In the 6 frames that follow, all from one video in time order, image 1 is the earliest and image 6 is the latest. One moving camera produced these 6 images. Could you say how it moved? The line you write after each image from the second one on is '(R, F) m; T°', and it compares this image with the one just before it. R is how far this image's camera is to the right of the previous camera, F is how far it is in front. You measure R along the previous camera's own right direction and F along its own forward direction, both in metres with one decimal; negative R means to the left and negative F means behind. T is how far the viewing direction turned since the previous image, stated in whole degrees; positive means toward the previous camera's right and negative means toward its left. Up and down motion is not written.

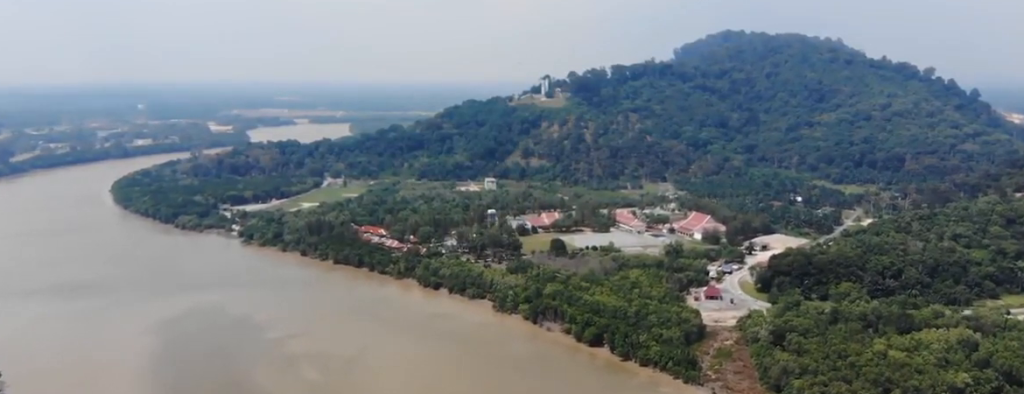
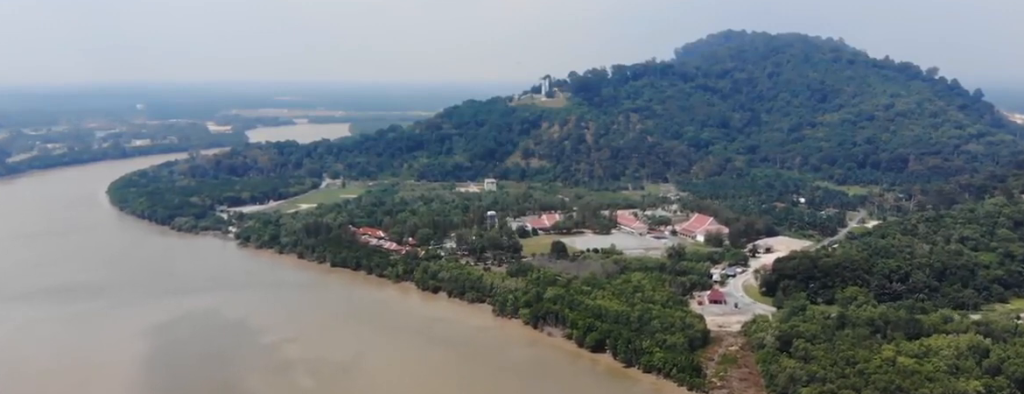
(0.0, +10.9) m; 0°
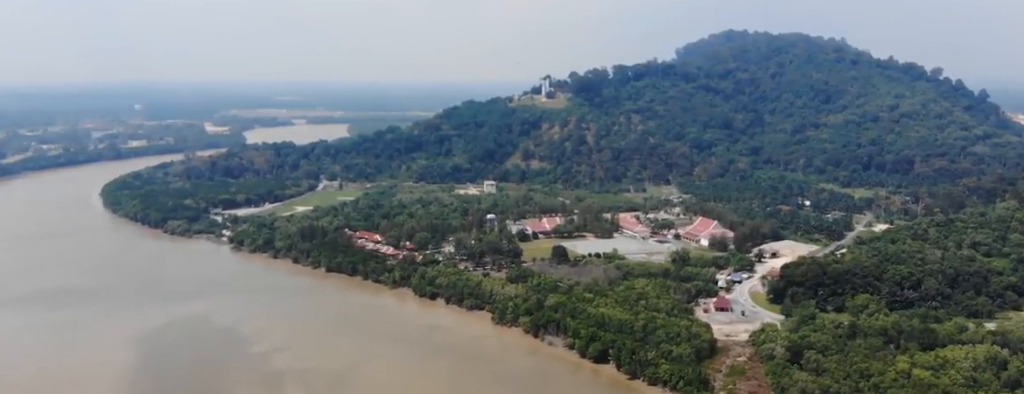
(-0.1, +18.0) m; 0°
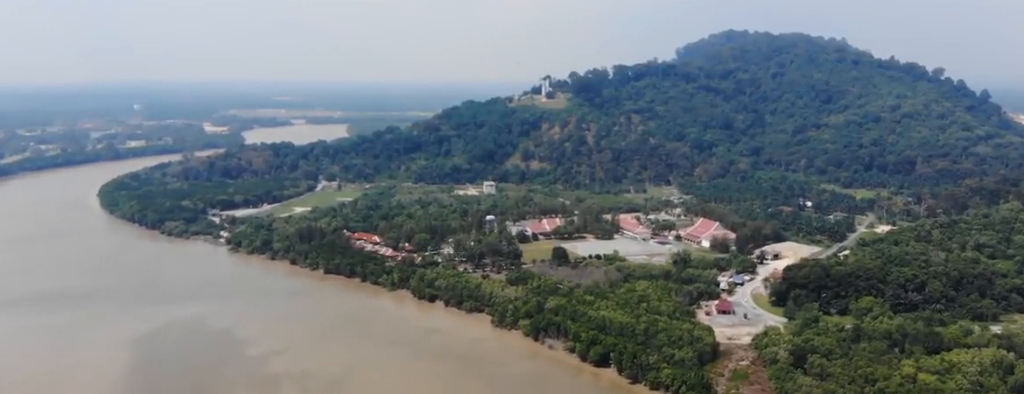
(0.0, +6.3) m; 0°
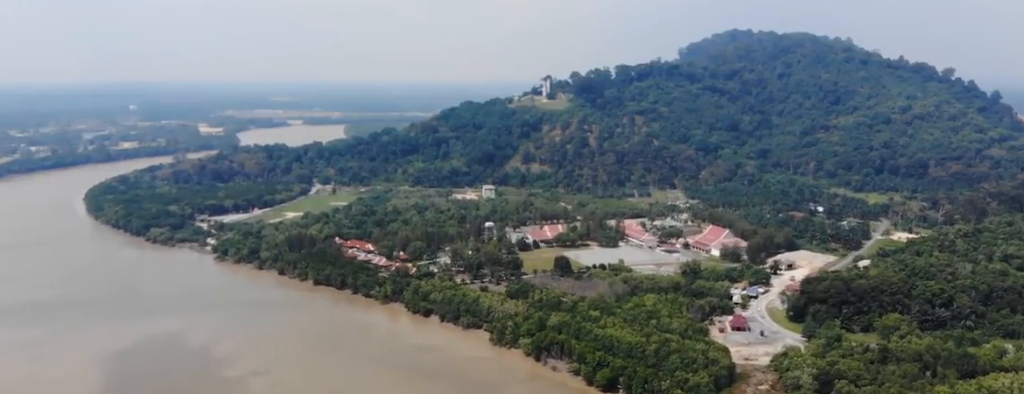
(+0.1, +37.0) m; 0°
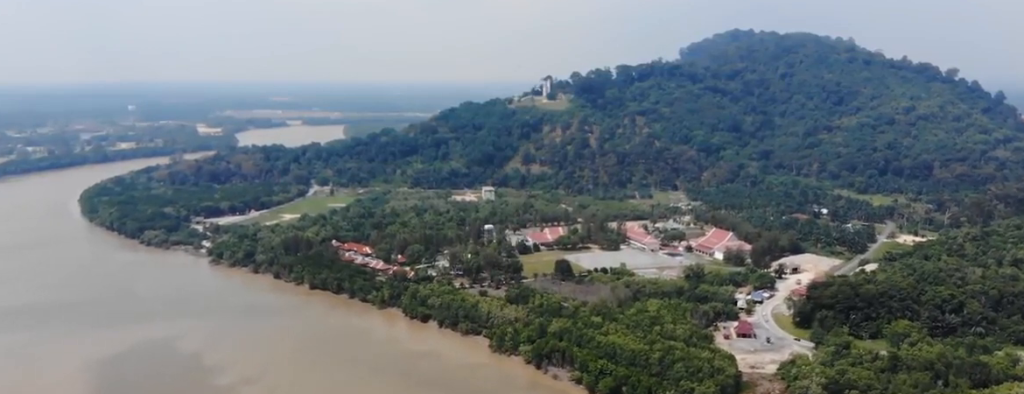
(0.0, +12.6) m; 0°
